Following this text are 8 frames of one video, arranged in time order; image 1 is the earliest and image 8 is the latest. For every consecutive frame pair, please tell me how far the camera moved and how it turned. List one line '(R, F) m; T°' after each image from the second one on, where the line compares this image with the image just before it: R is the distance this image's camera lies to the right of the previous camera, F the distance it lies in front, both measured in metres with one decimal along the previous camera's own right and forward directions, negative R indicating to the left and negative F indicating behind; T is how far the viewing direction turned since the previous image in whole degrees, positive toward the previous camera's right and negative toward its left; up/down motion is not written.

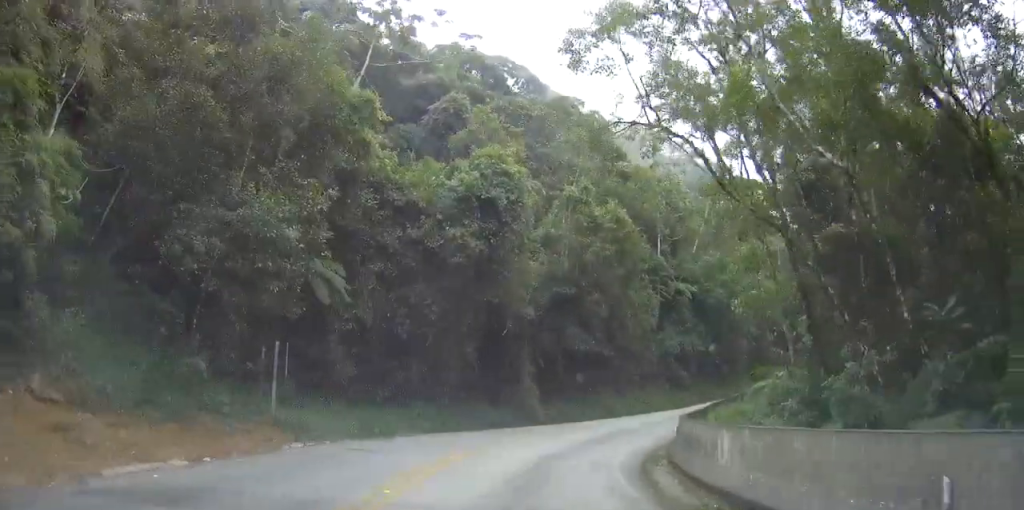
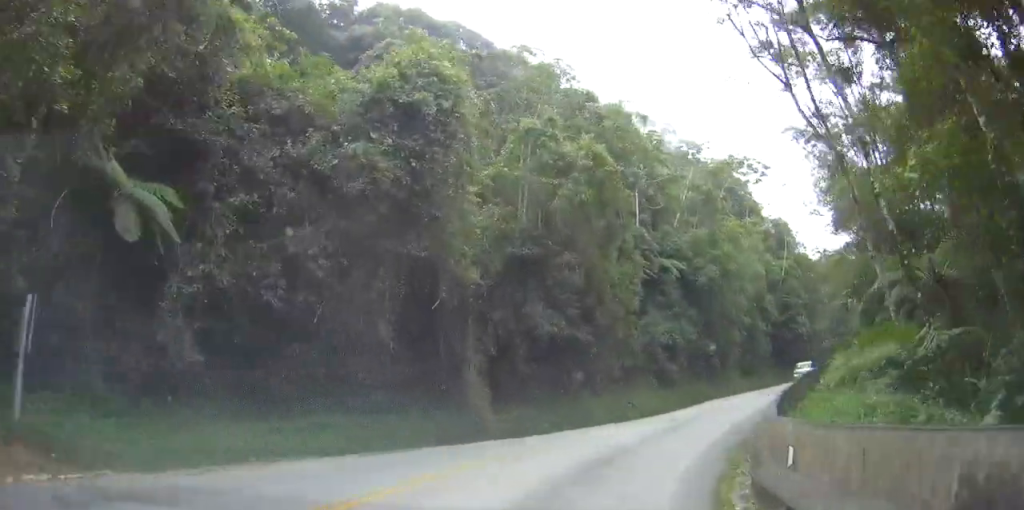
(-0.1, +9.3) m; -3°
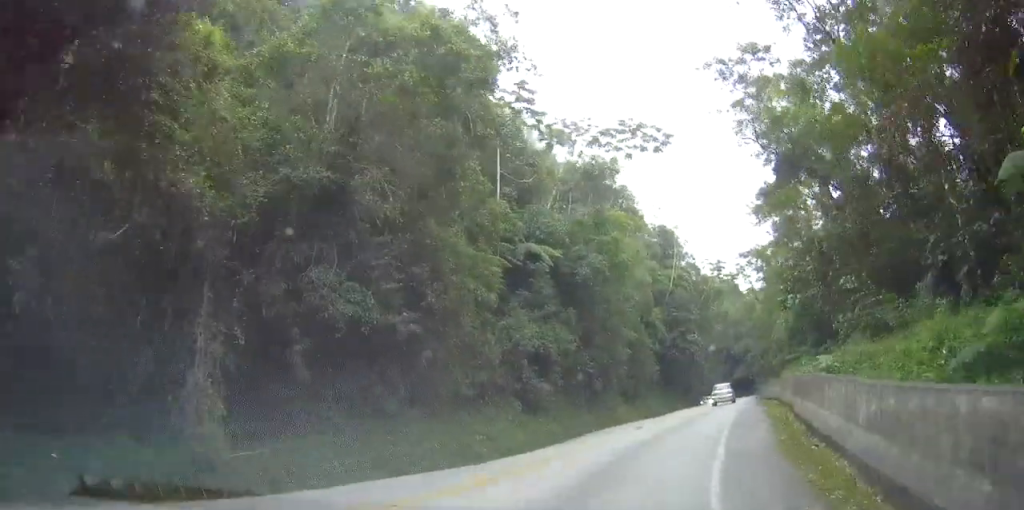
(-0.5, +10.3) m; +2°
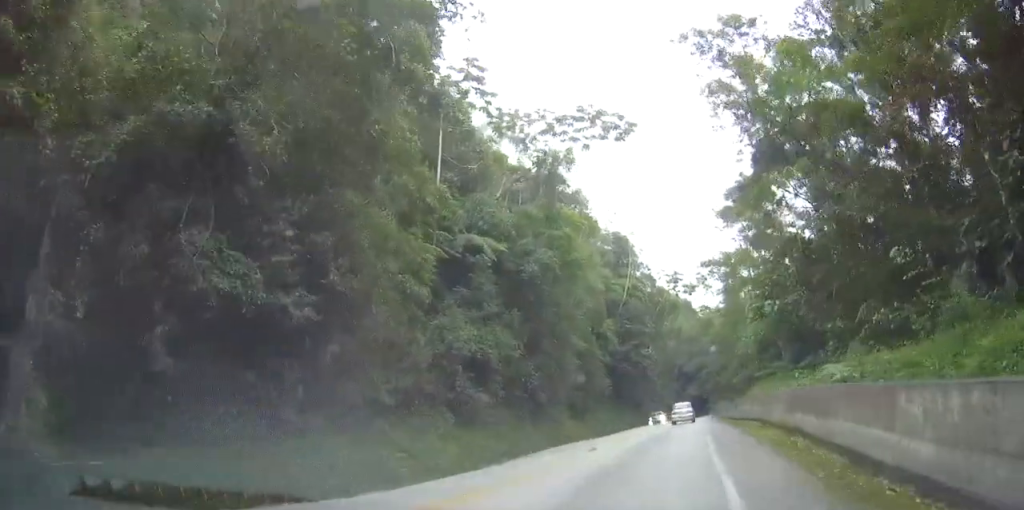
(-0.1, +3.7) m; +2°
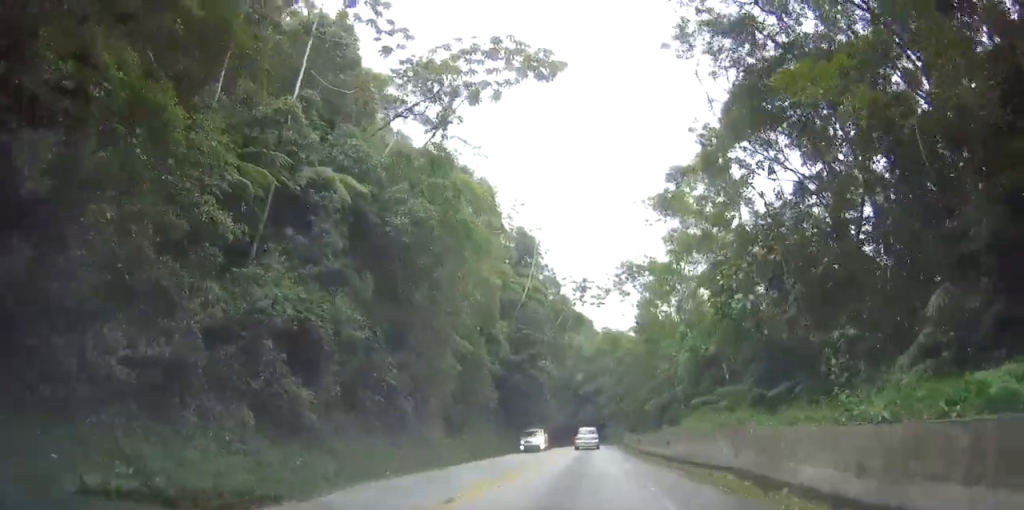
(+1.1, +8.5) m; +7°
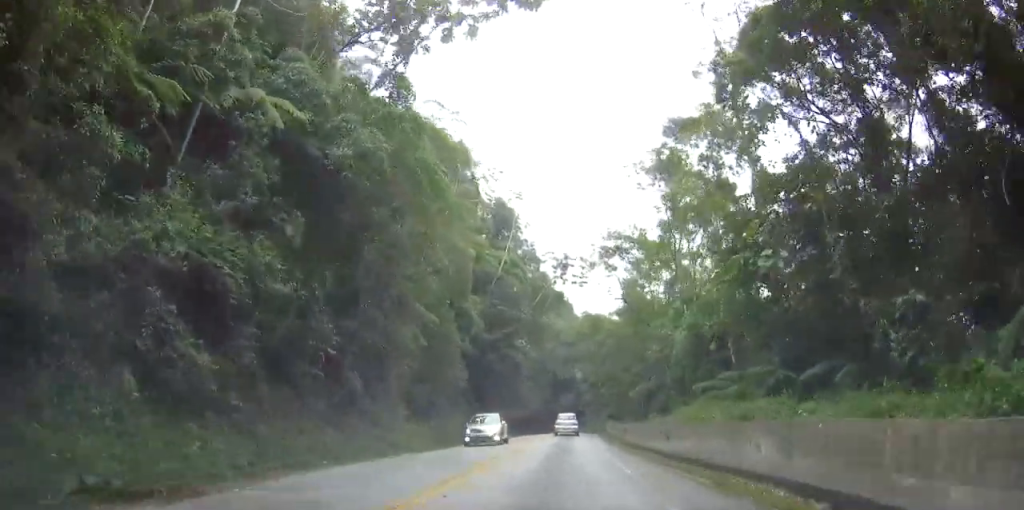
(0.0, +4.3) m; 0°
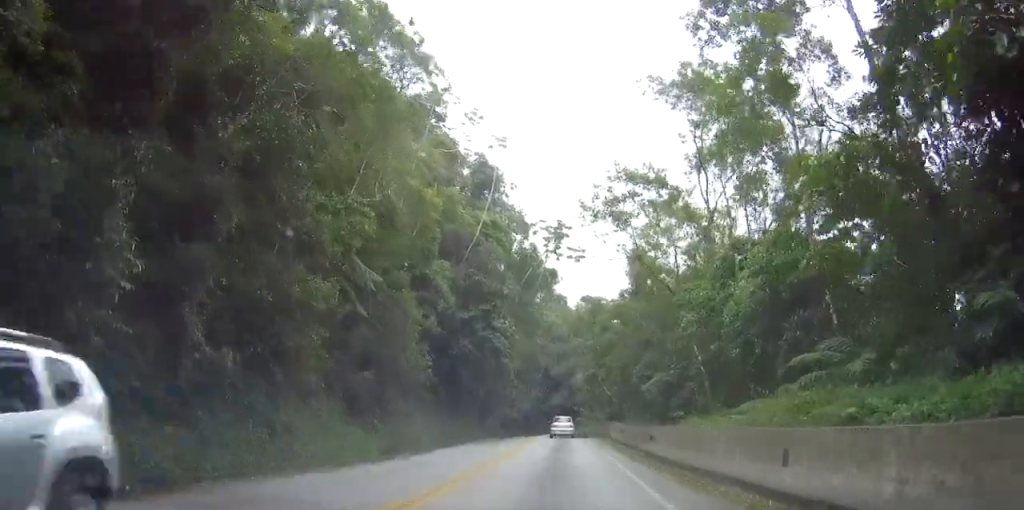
(0.0, +9.6) m; +1°
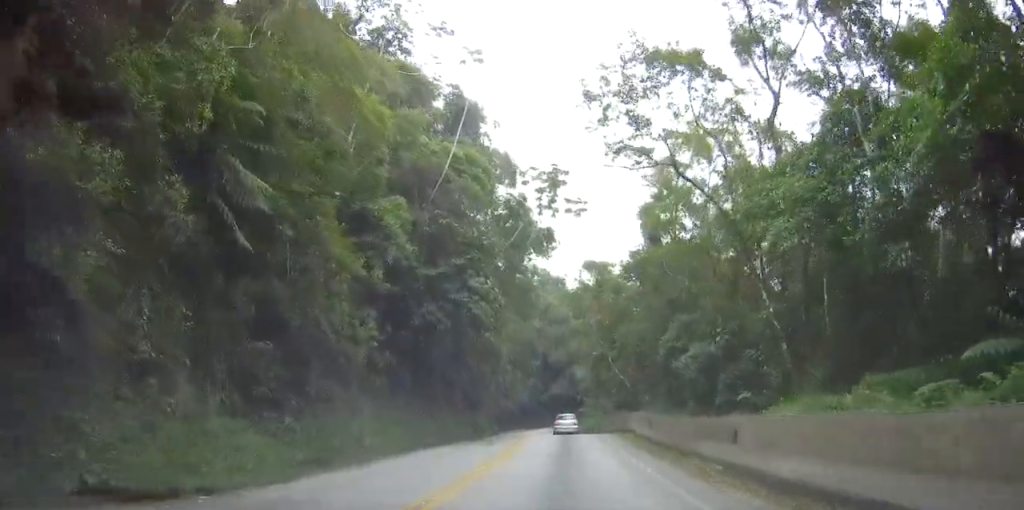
(+0.2, +9.9) m; +1°
